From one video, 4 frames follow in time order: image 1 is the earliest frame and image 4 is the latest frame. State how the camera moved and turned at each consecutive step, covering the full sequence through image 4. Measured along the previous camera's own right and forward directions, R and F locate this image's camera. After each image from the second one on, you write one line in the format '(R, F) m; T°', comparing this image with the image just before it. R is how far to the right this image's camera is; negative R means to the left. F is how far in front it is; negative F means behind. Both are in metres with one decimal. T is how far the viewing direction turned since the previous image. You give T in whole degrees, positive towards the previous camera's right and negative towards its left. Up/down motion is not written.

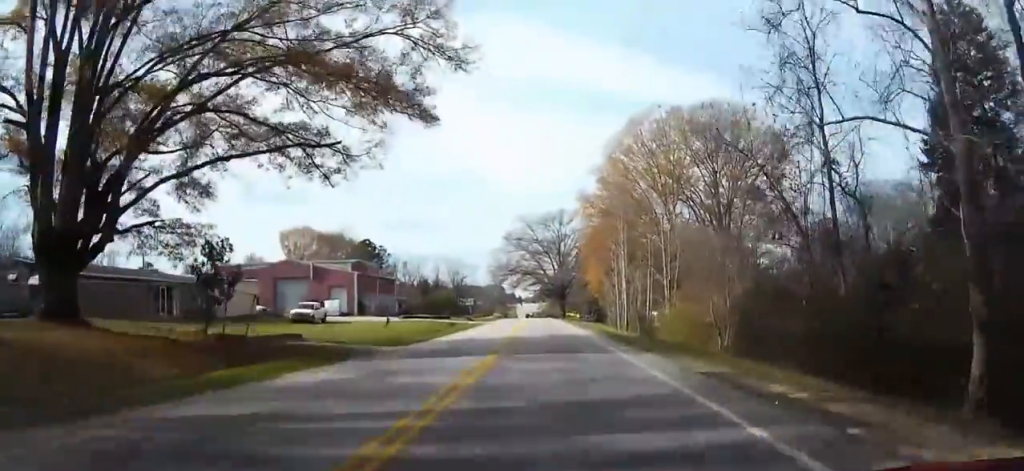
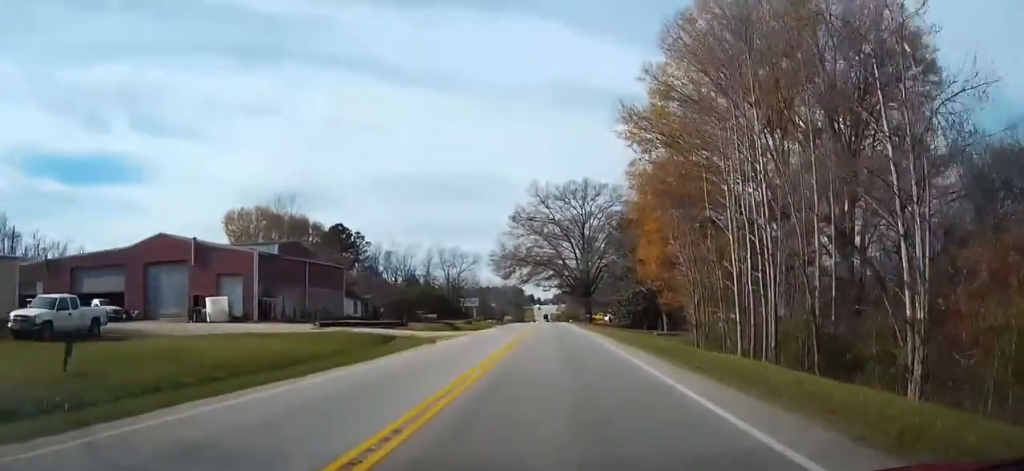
(-0.5, +38.2) m; -2°
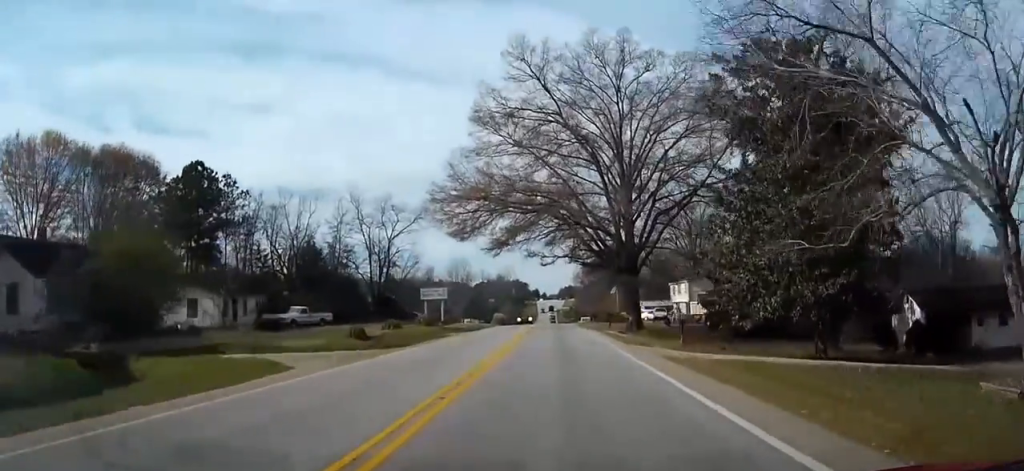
(-0.4, +62.1) m; -1°
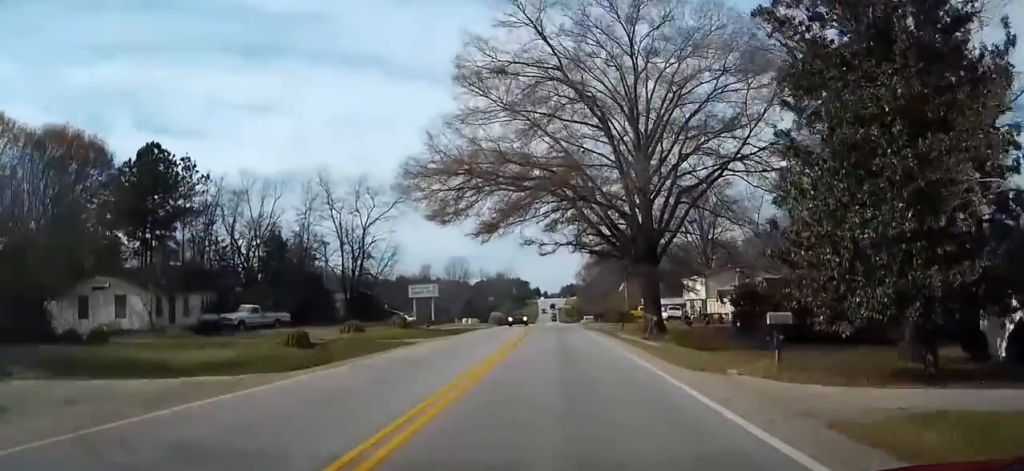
(0.0, +10.9) m; 0°
